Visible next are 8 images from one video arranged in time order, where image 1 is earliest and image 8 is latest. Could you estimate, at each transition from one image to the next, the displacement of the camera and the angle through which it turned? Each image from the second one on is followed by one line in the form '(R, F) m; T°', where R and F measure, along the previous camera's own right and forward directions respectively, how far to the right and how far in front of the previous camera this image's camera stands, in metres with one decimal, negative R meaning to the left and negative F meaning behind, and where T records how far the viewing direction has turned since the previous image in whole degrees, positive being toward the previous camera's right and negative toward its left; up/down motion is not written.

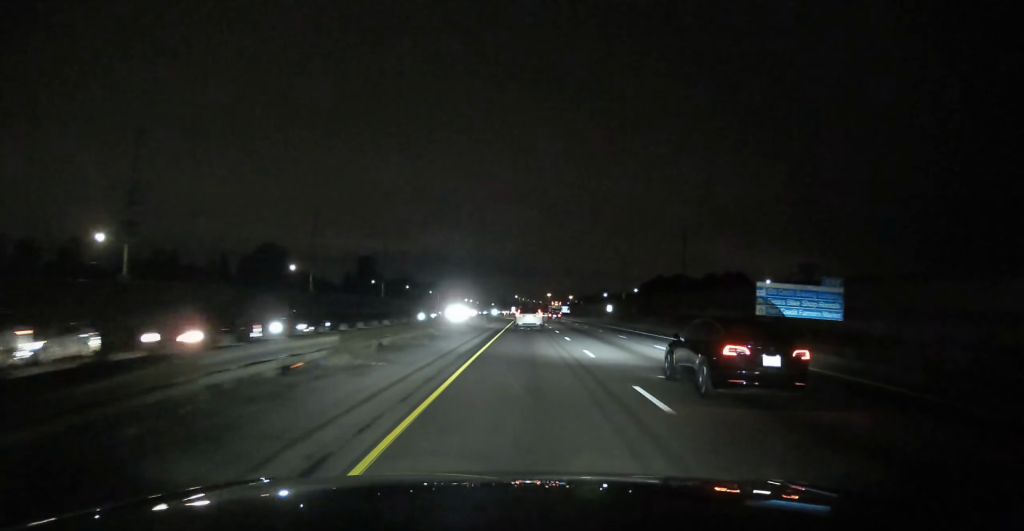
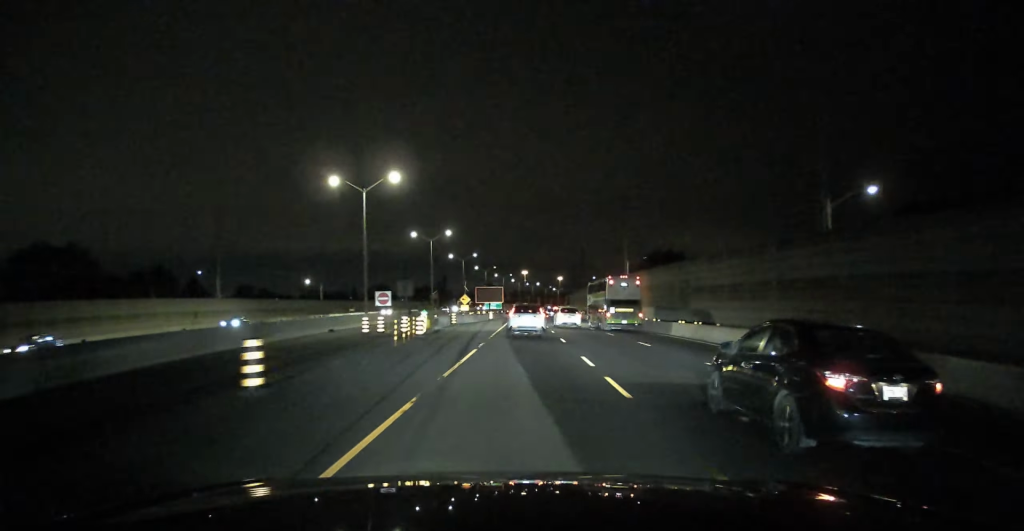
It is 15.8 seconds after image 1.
(+8.4, +487.6) m; +3°
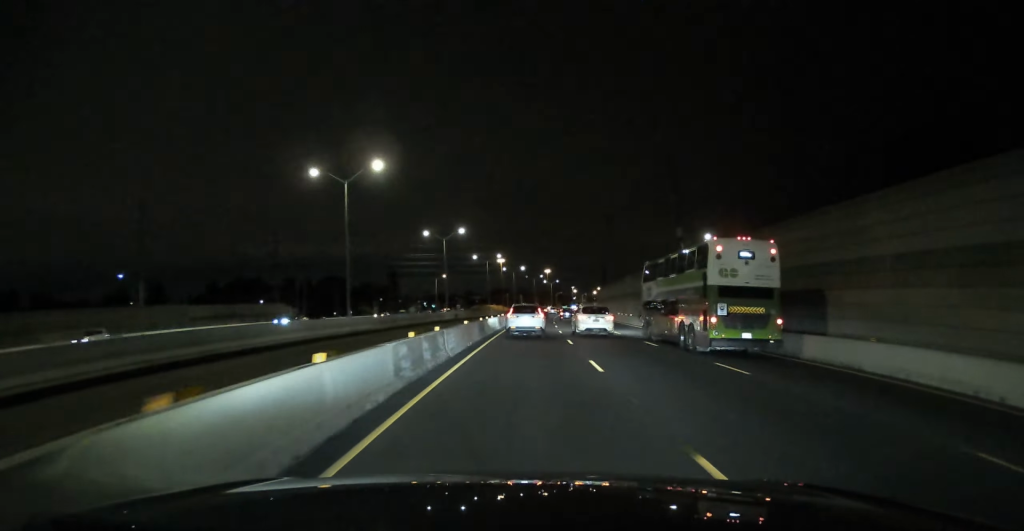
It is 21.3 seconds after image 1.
(+3.4, +158.1) m; +3°
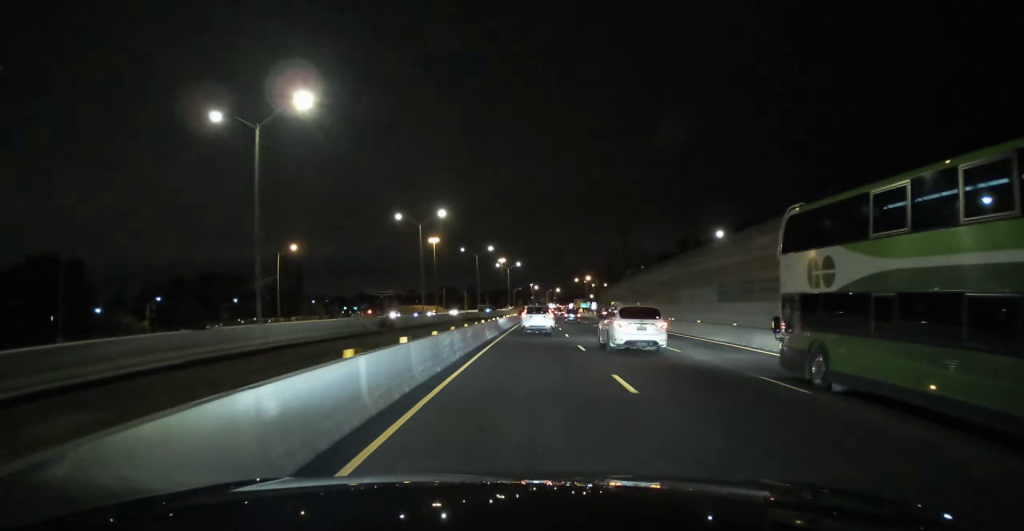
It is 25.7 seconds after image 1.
(+3.1, +121.6) m; +2°
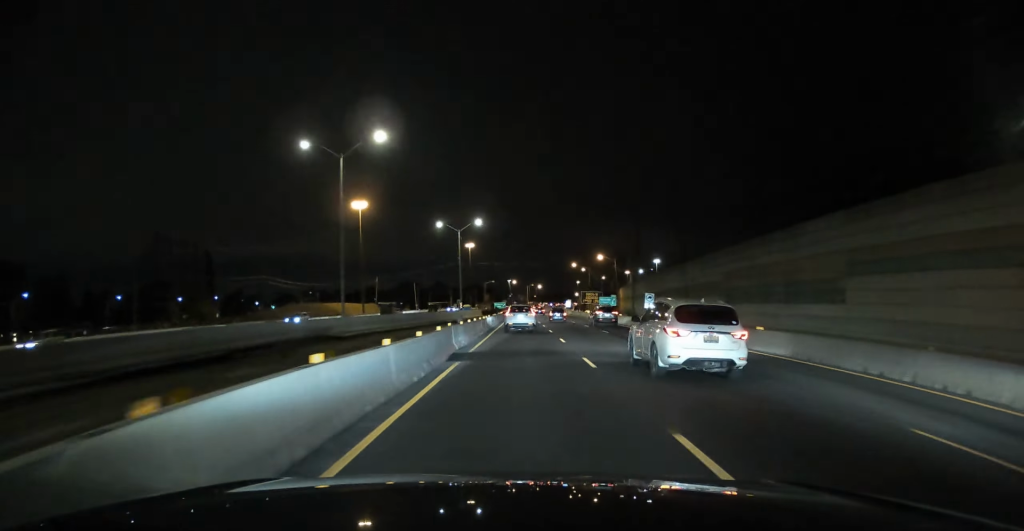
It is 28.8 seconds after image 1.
(+1.3, +87.6) m; +1°
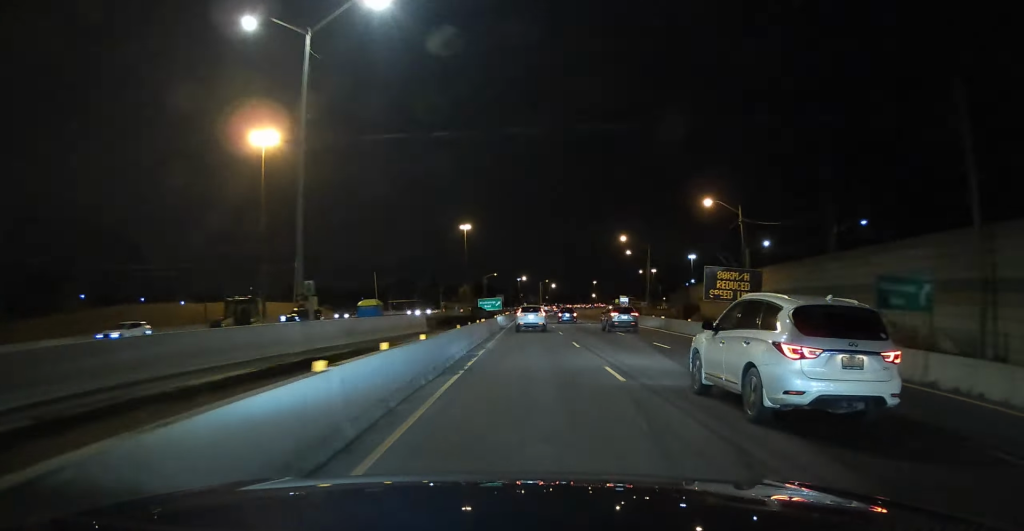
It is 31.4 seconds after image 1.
(+0.6, +69.4) m; +2°
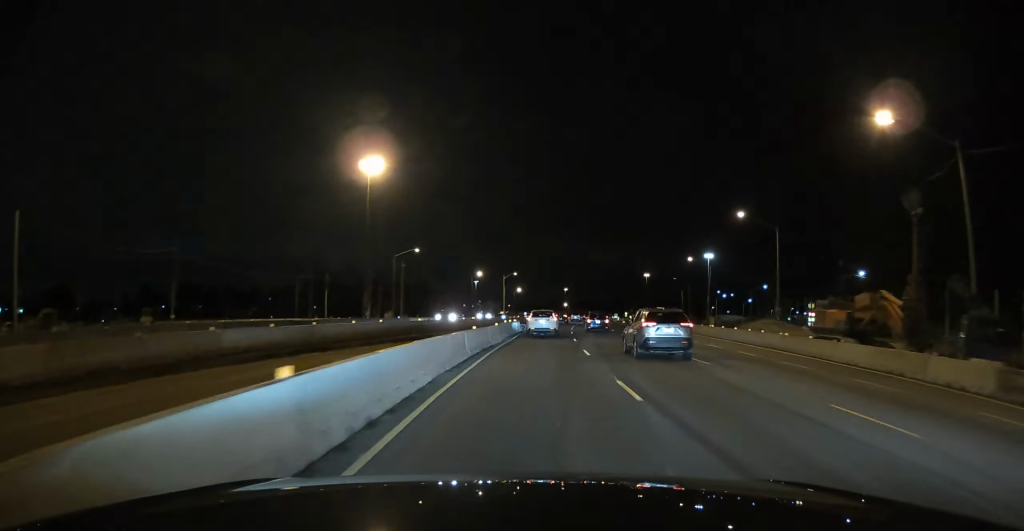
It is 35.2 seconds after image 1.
(+1.6, +97.9) m; +2°
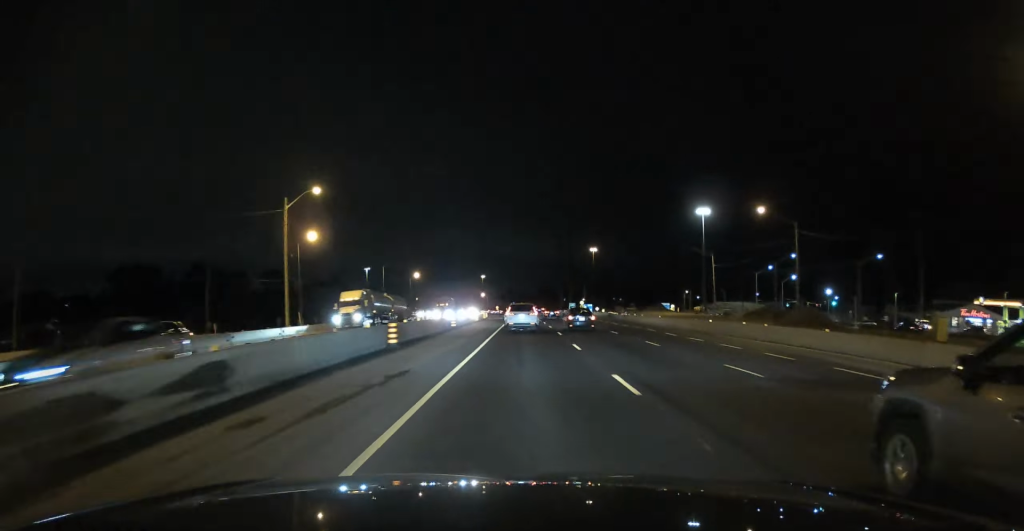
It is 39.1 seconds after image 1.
(+3.0, +97.1) m; +2°
